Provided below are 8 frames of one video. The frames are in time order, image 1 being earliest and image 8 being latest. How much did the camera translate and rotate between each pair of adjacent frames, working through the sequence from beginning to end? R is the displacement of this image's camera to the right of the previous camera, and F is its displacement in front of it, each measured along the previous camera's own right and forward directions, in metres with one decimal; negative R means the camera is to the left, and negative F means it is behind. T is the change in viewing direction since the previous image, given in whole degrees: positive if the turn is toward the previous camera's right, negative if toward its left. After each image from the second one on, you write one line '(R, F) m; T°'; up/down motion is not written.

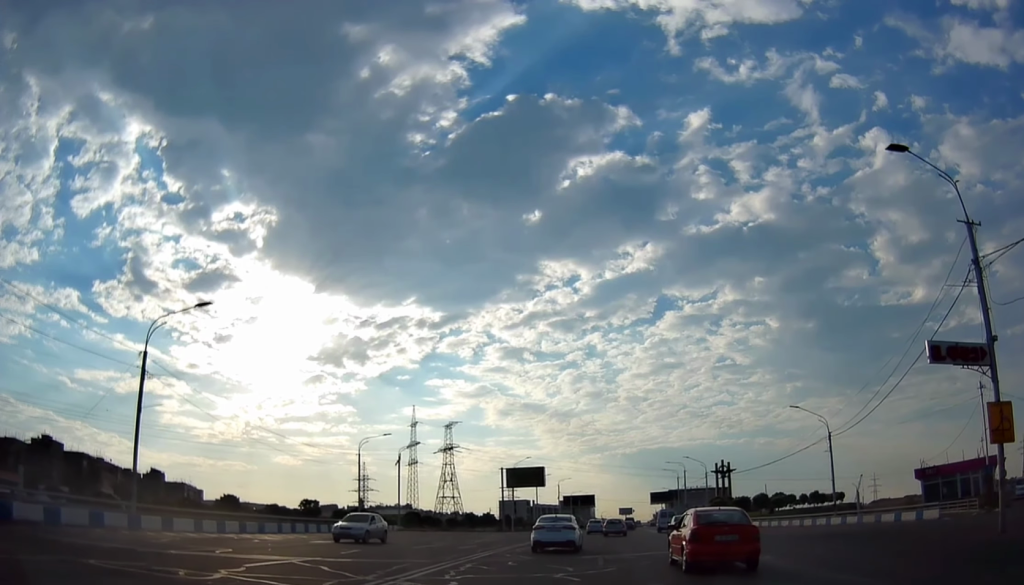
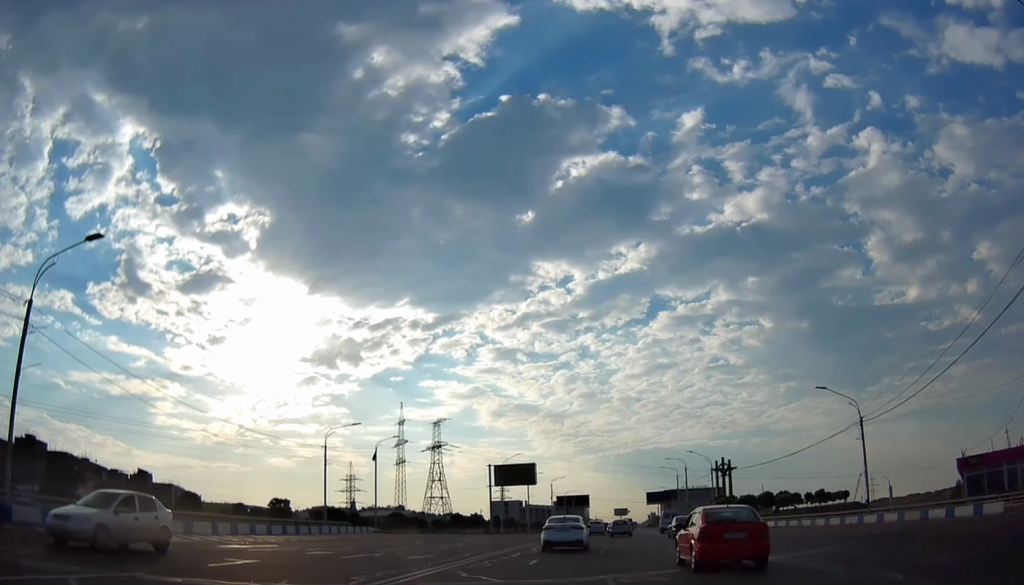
(+0.2, +8.0) m; +2°
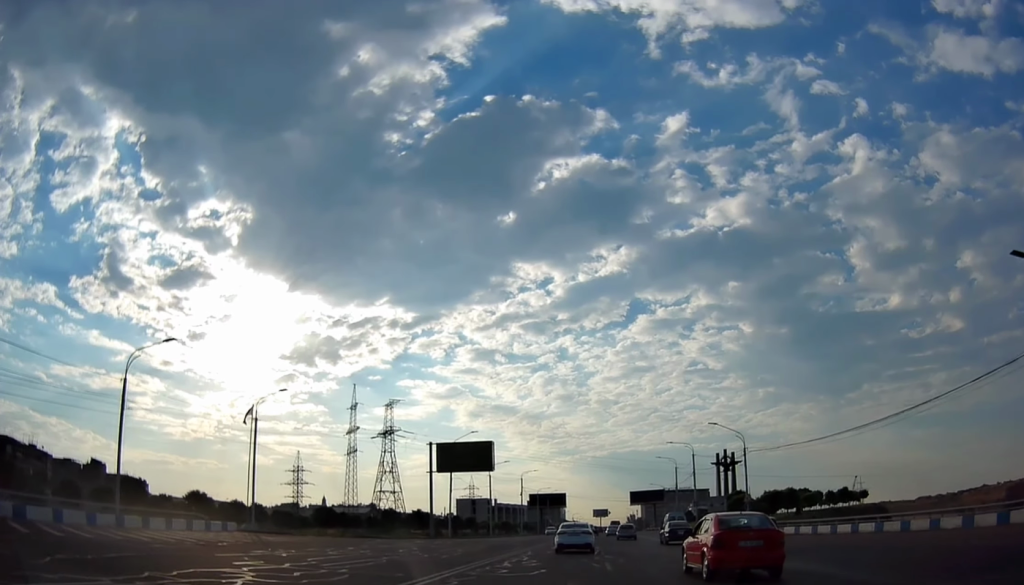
(+0.1, +28.2) m; -1°
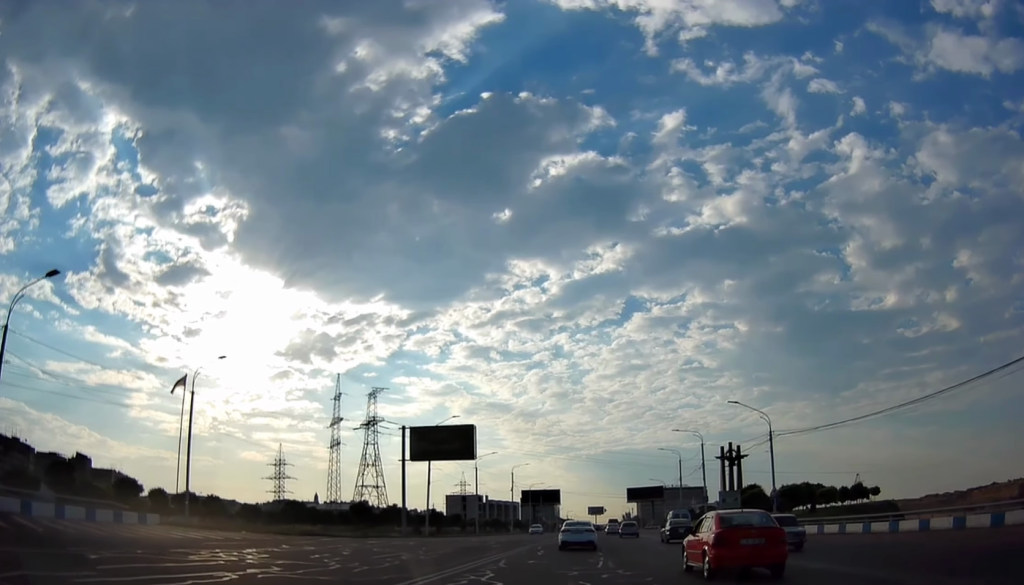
(-0.2, +10.0) m; 0°
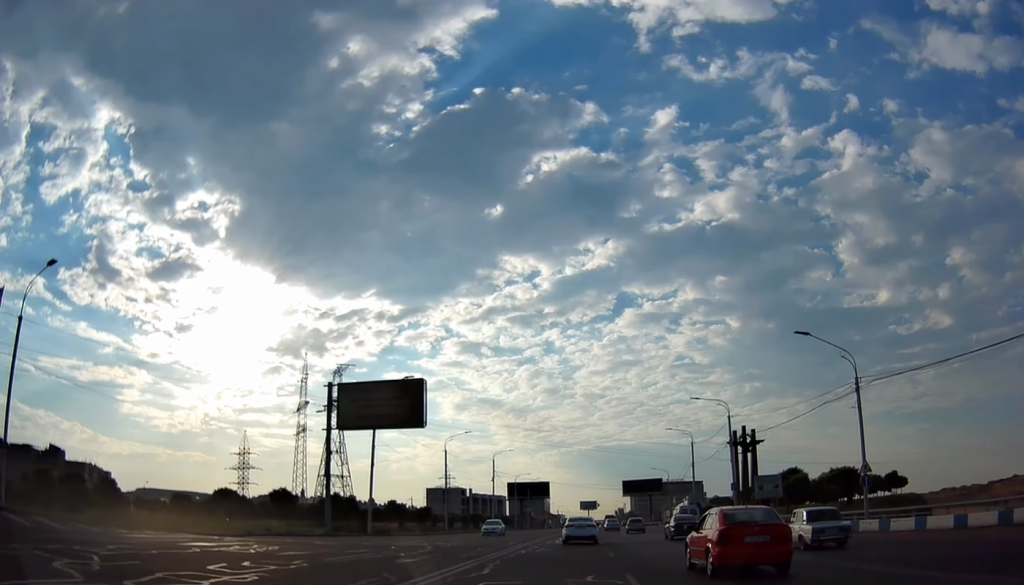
(+0.4, +18.3) m; +2°
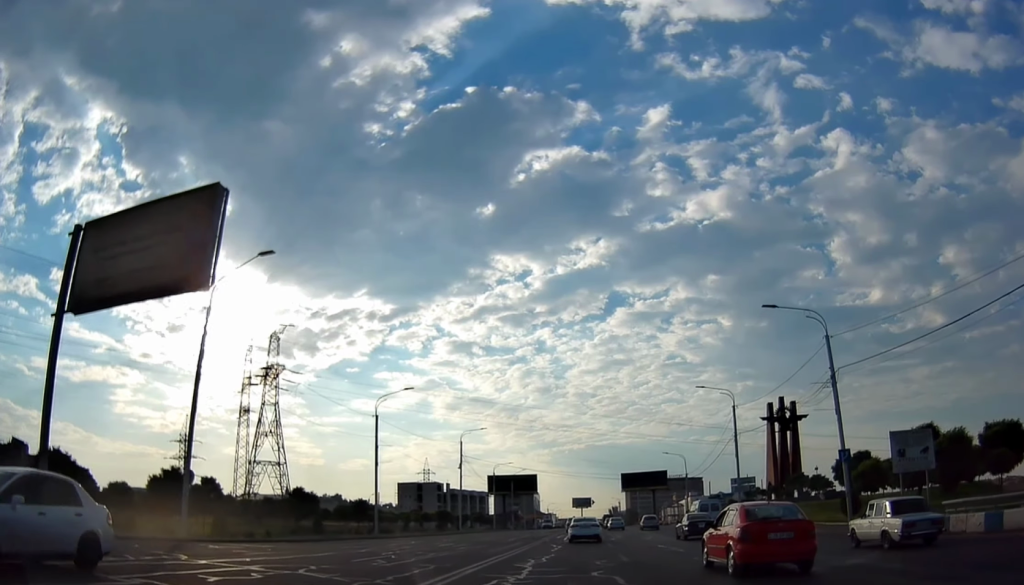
(+0.3, +27.5) m; 0°
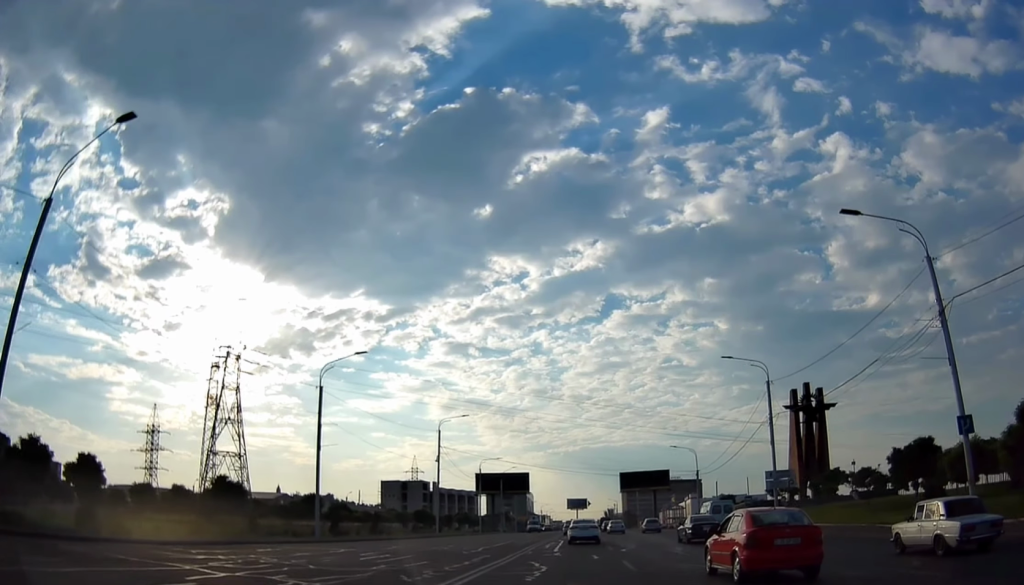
(-0.2, +12.8) m; 0°
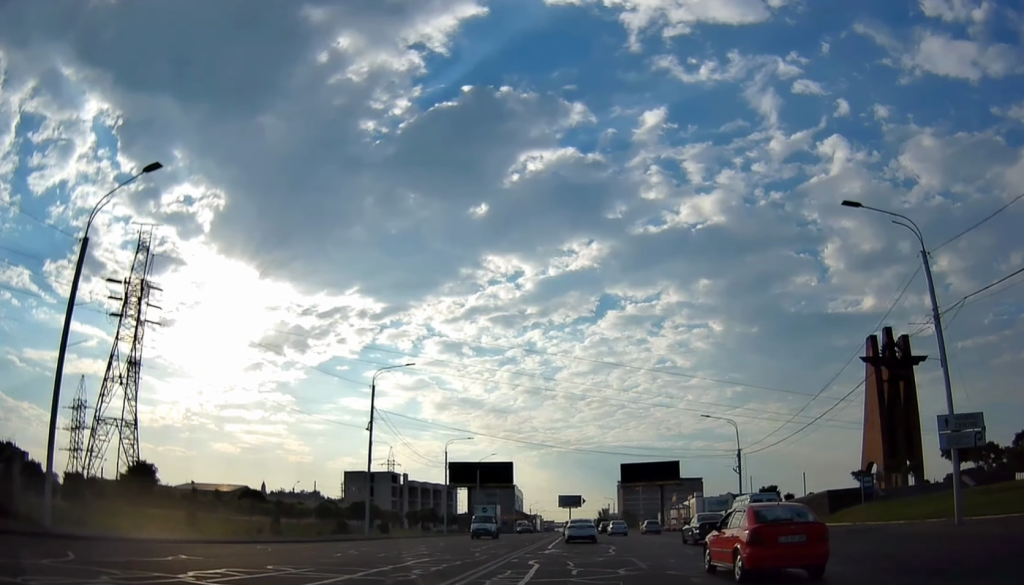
(+0.3, +25.5) m; +1°
